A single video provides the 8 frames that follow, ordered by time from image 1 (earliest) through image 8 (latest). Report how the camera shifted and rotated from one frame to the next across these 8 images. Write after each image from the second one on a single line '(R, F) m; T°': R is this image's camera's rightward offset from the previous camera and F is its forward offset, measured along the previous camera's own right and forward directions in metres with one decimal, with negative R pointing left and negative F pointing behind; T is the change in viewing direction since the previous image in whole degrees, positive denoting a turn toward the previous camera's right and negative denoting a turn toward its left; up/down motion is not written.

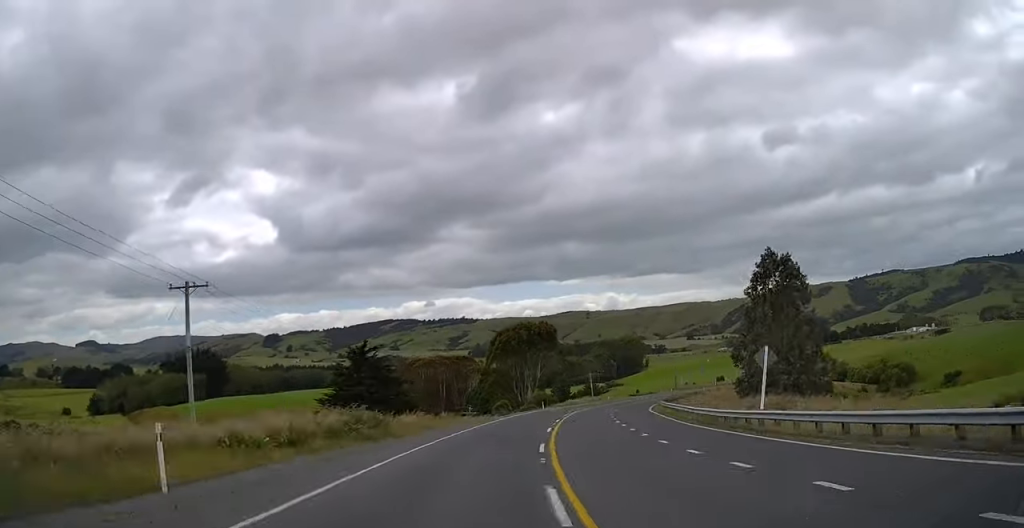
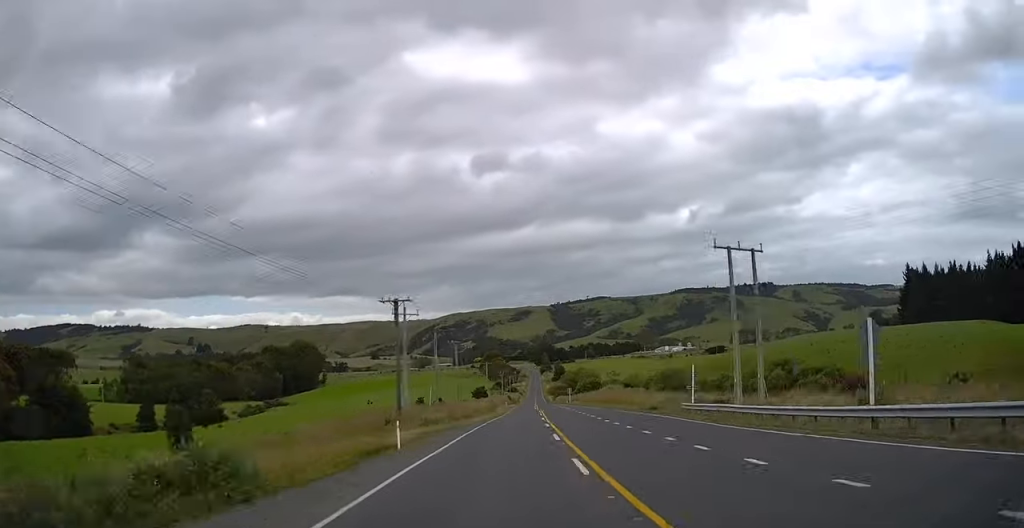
(+30.6, +155.0) m; +21°
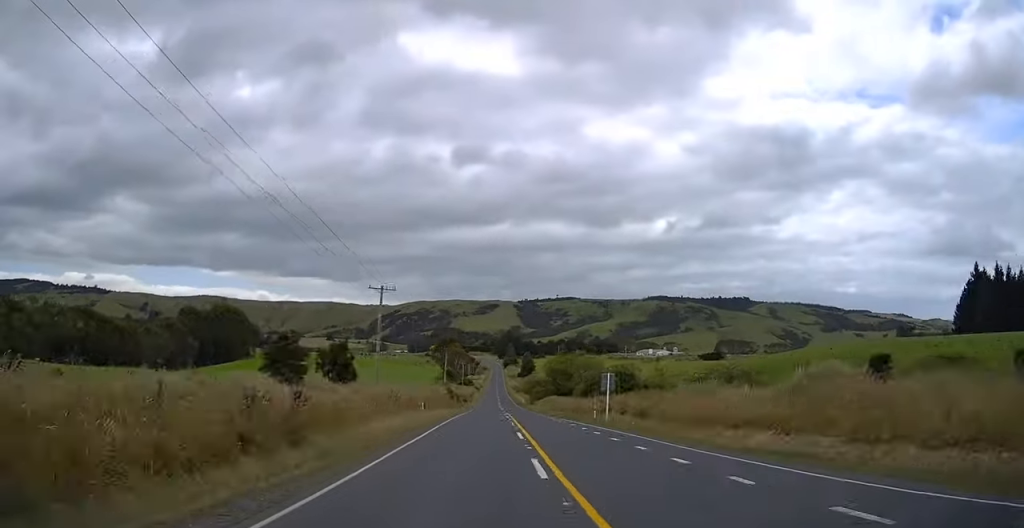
(+5.9, +81.9) m; +3°
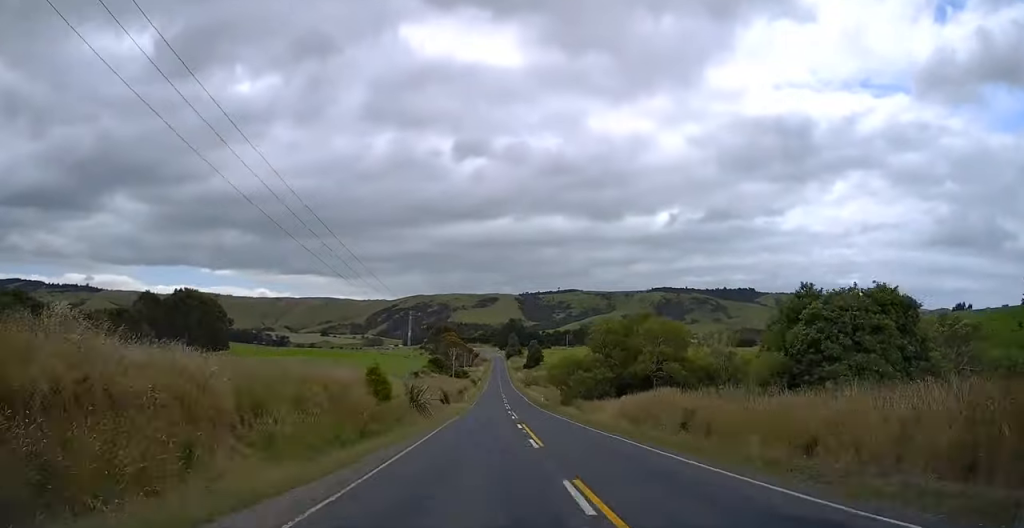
(-0.3, +55.0) m; 0°
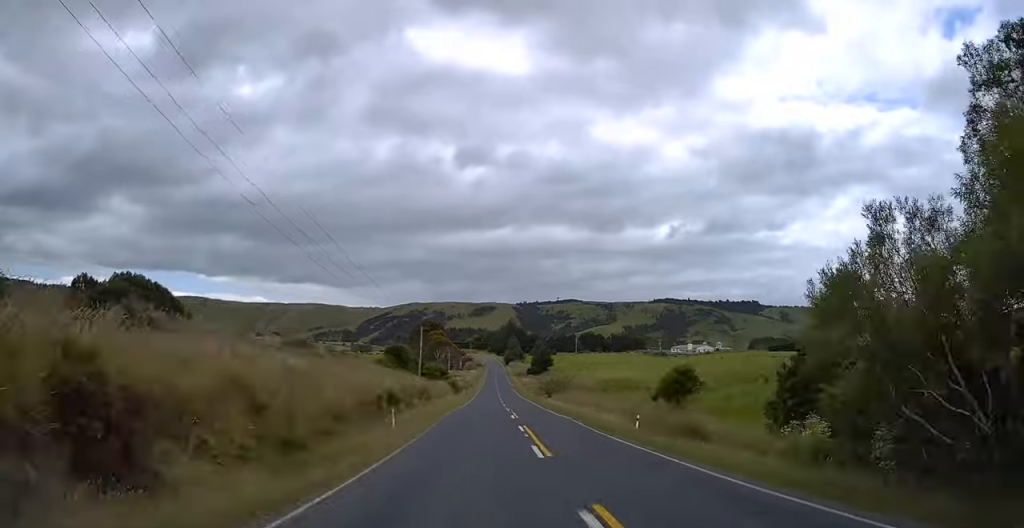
(-0.5, +62.1) m; 0°
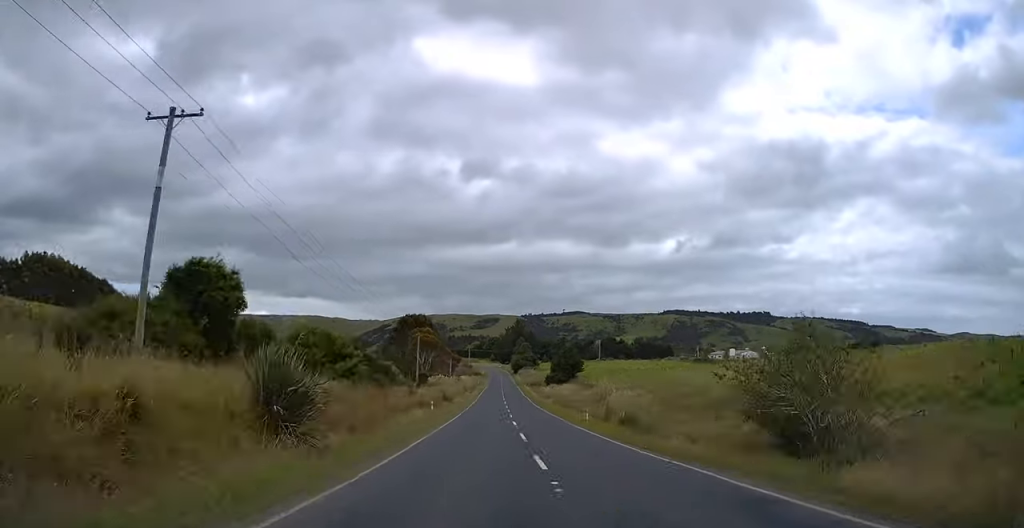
(+1.0, +70.5) m; 0°
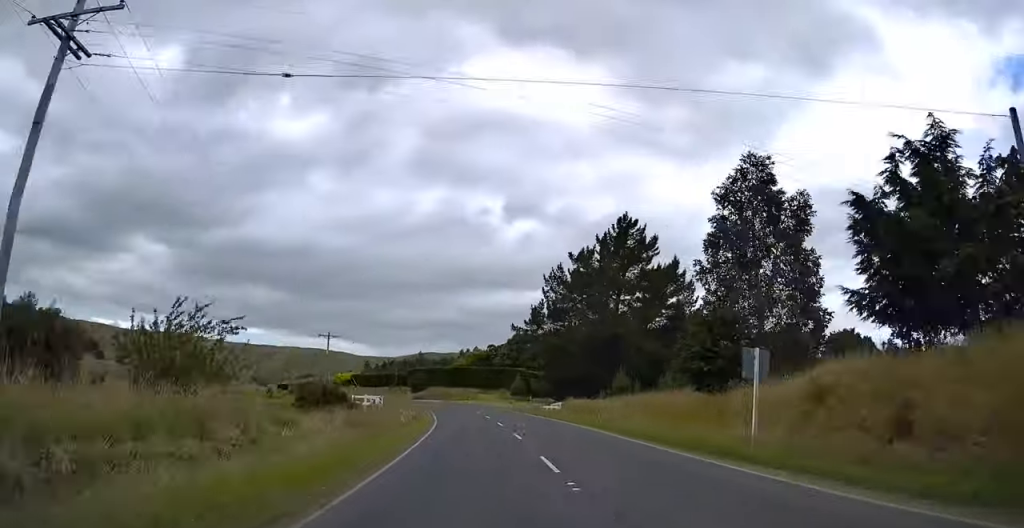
(-4.9, +253.1) m; -7°
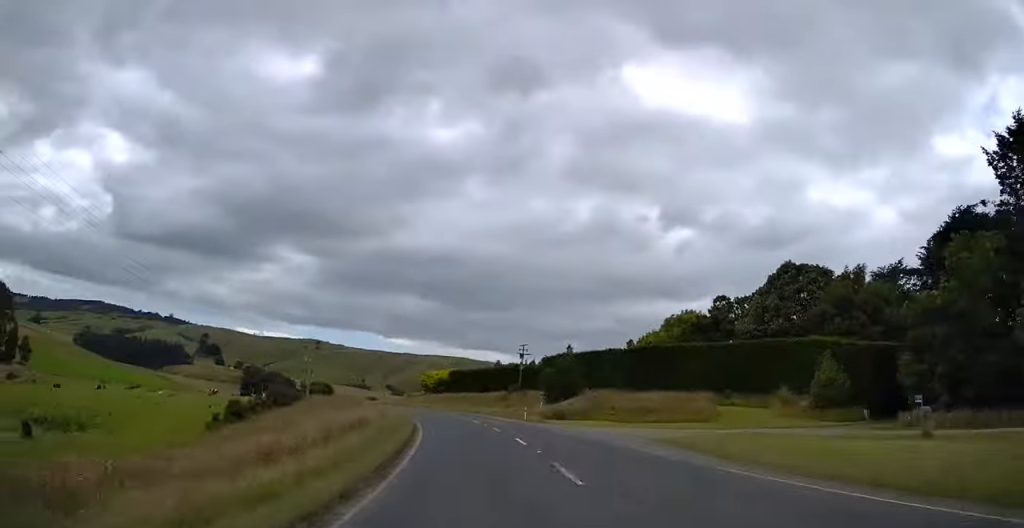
(-6.7, +90.9) m; -12°
